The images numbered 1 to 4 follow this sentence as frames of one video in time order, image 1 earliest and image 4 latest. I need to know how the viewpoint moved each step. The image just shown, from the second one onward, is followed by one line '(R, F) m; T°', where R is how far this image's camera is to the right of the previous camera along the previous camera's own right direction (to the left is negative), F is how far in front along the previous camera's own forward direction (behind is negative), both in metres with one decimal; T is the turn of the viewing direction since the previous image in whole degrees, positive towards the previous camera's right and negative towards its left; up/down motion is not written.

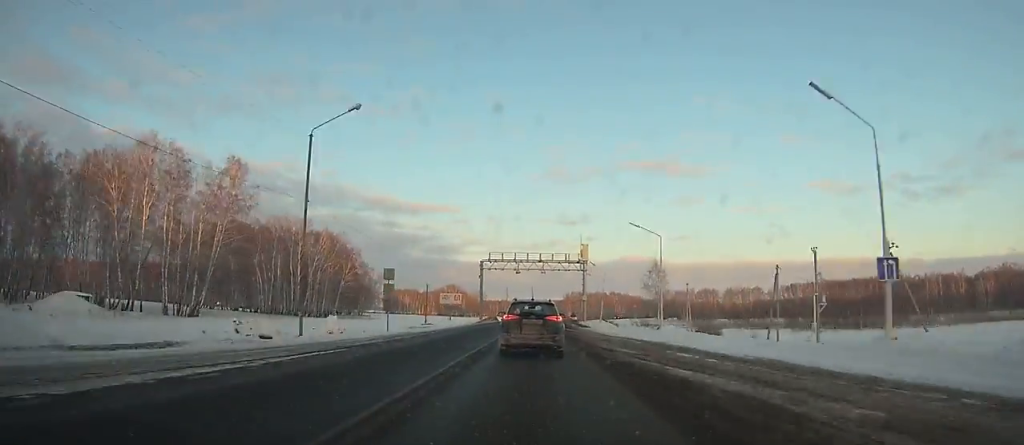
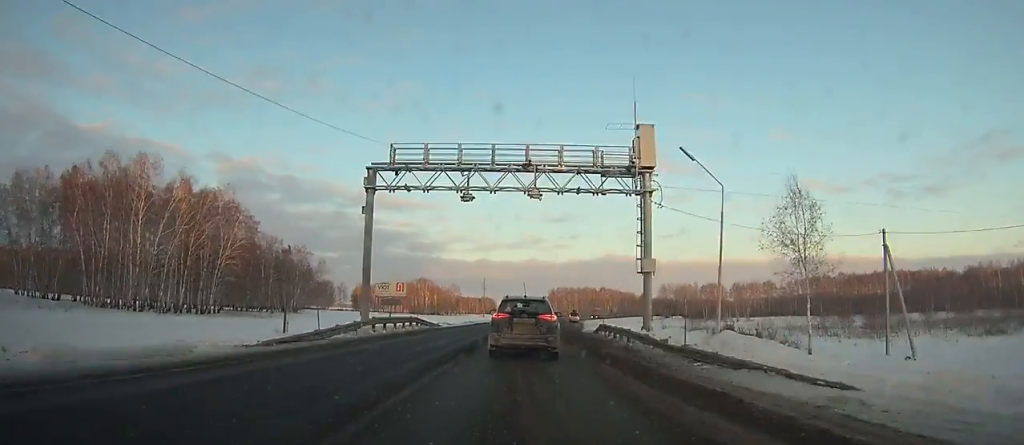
(+0.5, +49.9) m; +1°
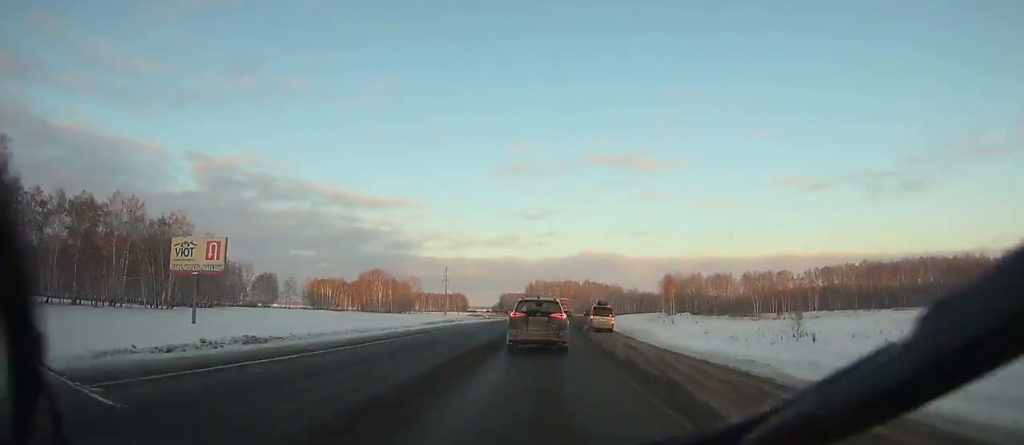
(+1.1, +60.4) m; +3°
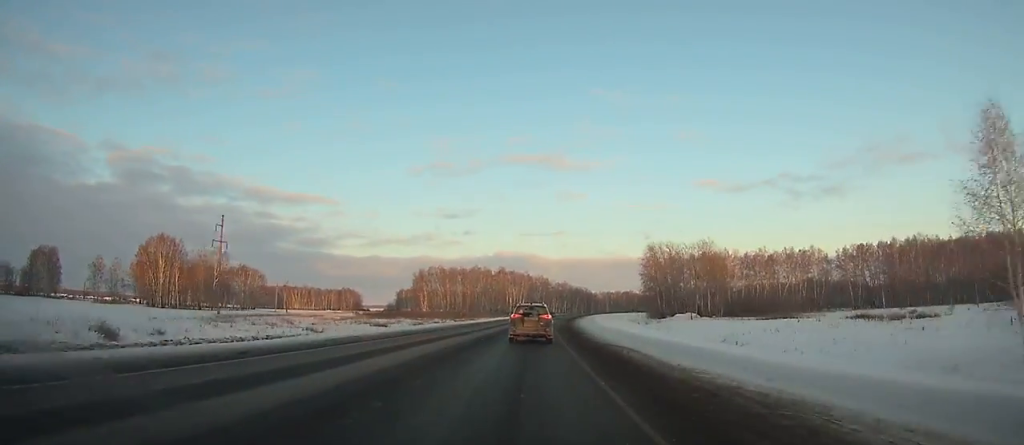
(+9.3, +122.6) m; +8°
